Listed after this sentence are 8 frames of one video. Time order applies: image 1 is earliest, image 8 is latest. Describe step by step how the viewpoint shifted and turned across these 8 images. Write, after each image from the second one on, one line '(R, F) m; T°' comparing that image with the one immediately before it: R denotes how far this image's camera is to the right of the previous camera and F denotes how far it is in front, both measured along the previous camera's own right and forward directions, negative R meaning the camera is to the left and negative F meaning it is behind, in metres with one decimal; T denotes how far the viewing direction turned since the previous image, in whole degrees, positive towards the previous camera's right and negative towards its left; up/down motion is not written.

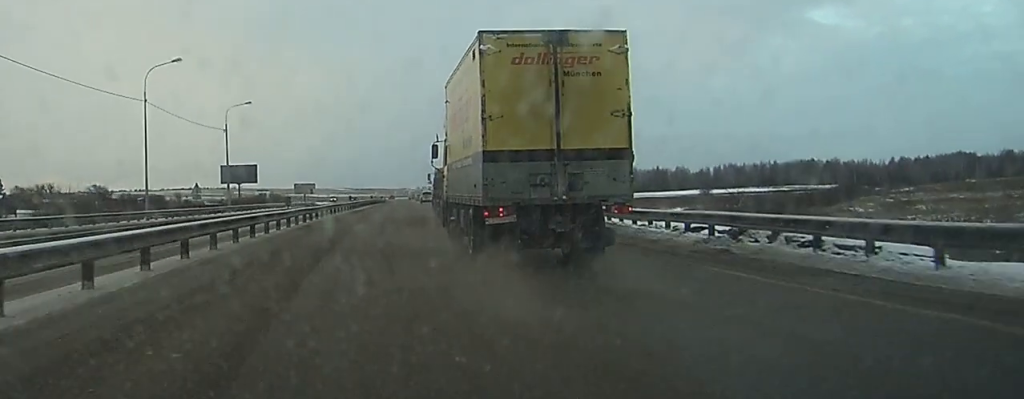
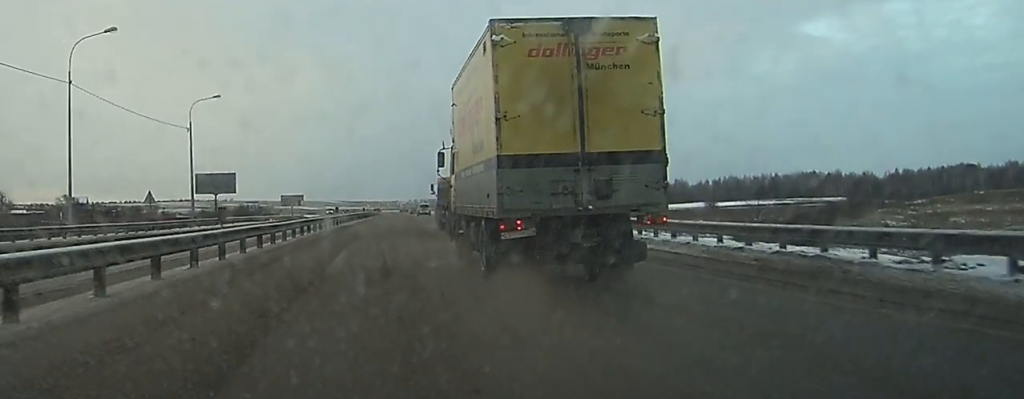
(+0.2, +15.1) m; +1°
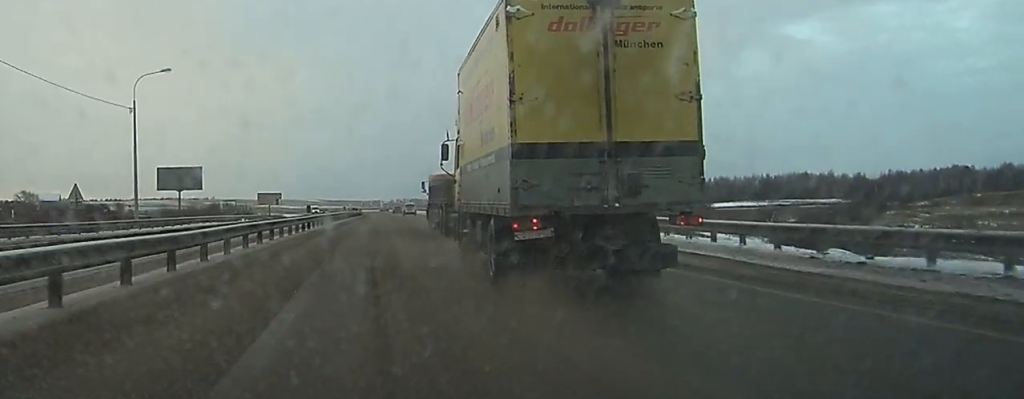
(+0.1, +13.8) m; +1°
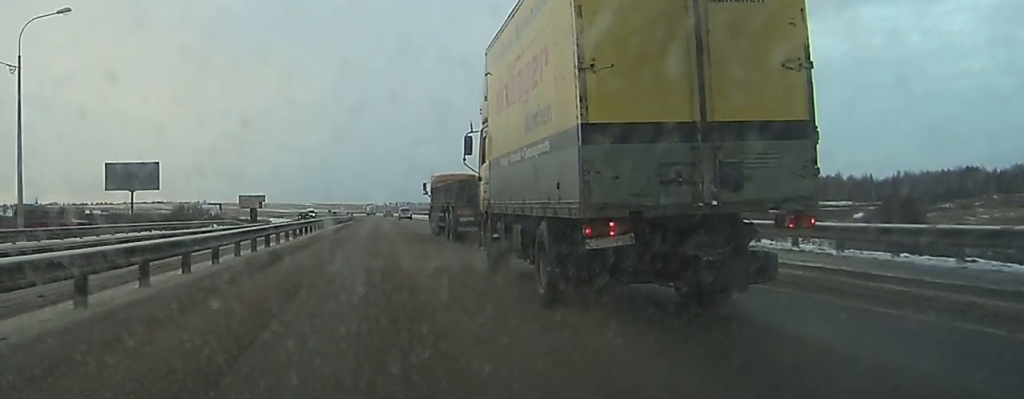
(+0.3, +20.8) m; +2°
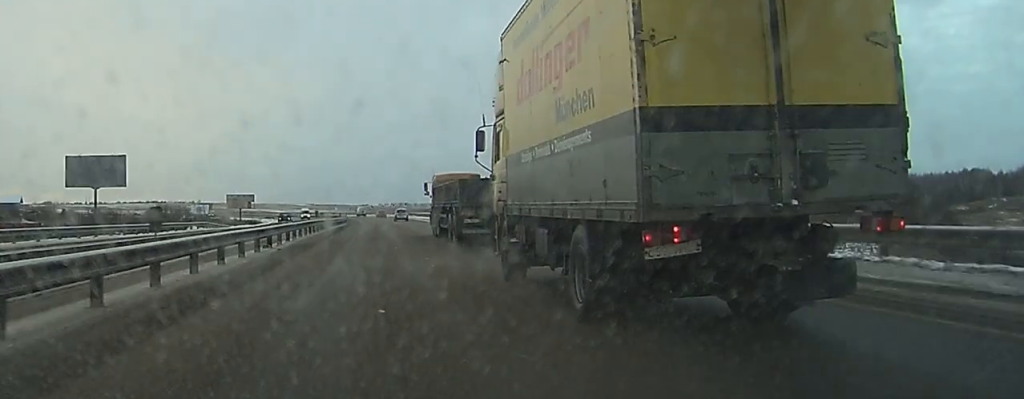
(+0.2, +11.9) m; +1°
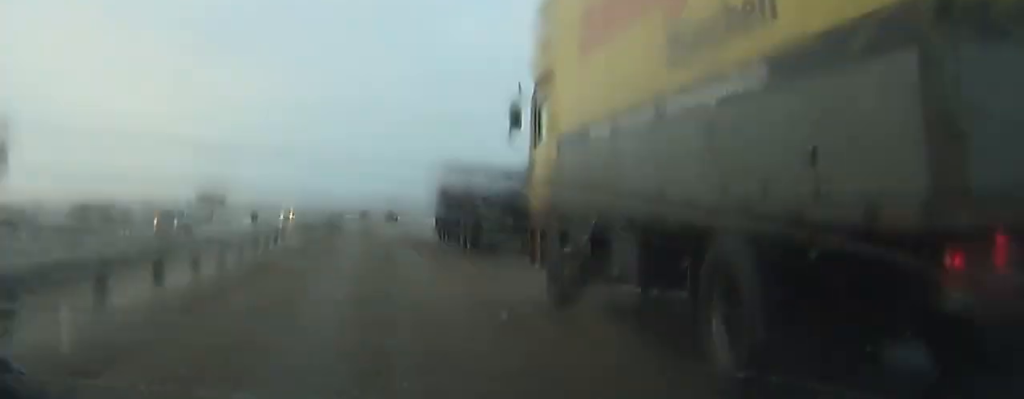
(+0.1, +27.3) m; 0°
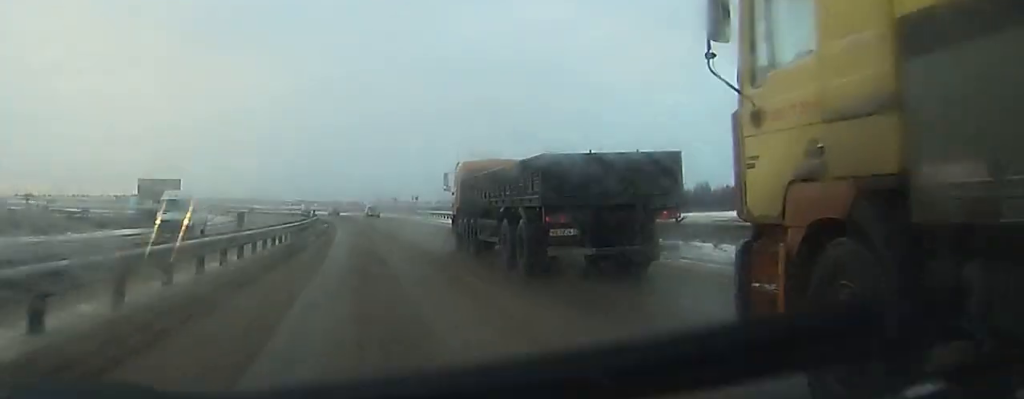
(-0.1, +41.4) m; 0°
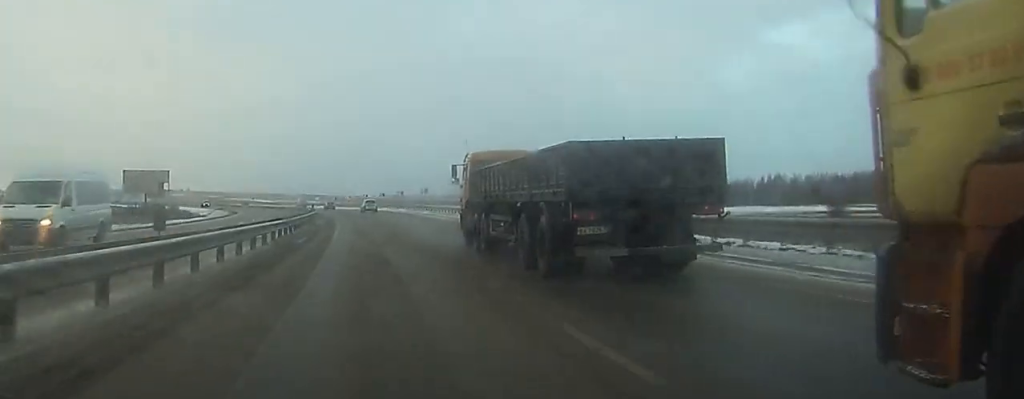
(0.0, +9.8) m; 0°
